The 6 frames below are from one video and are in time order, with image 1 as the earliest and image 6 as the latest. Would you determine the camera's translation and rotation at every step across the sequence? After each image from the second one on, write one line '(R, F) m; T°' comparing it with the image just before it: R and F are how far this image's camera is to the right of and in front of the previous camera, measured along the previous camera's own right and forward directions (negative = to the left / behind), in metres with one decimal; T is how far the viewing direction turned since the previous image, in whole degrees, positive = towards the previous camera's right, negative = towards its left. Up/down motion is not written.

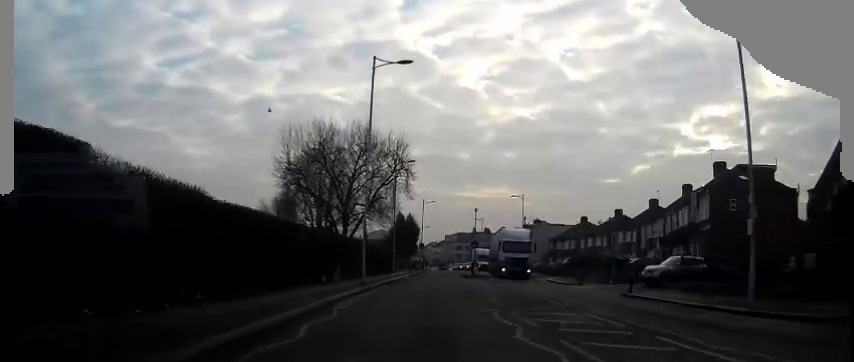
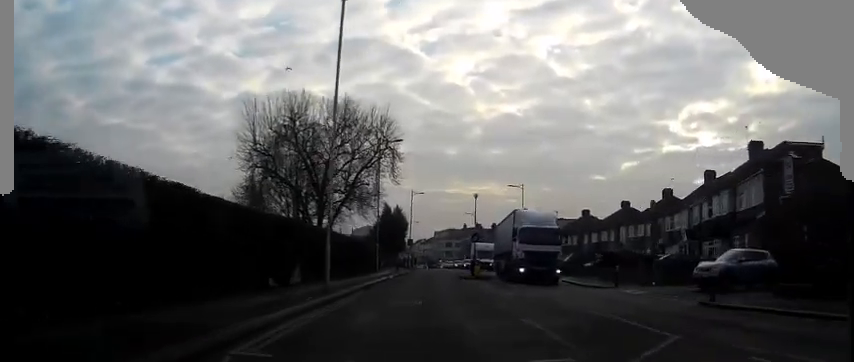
(0.0, +8.3) m; +2°
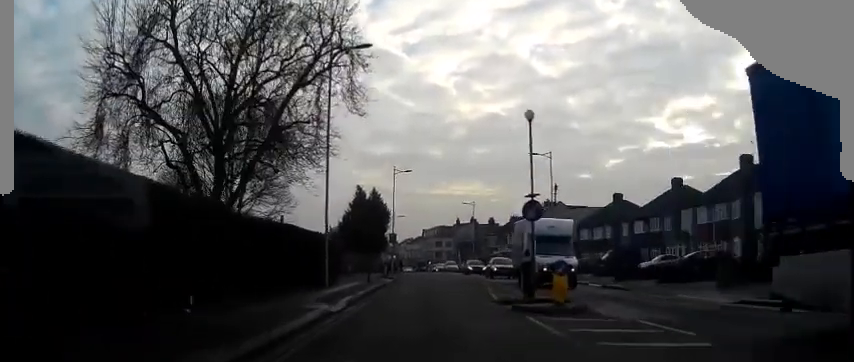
(+0.8, +22.8) m; +3°
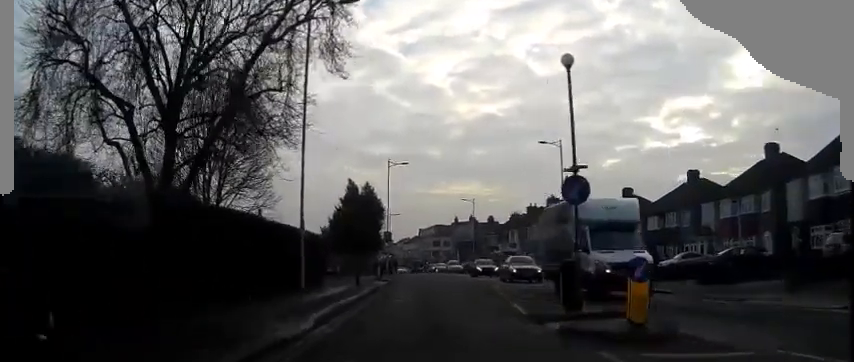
(+0.1, +5.2) m; +1°
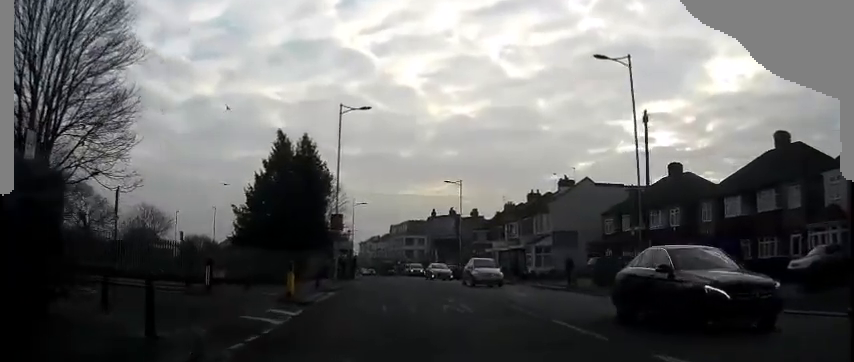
(+0.1, +21.0) m; 0°
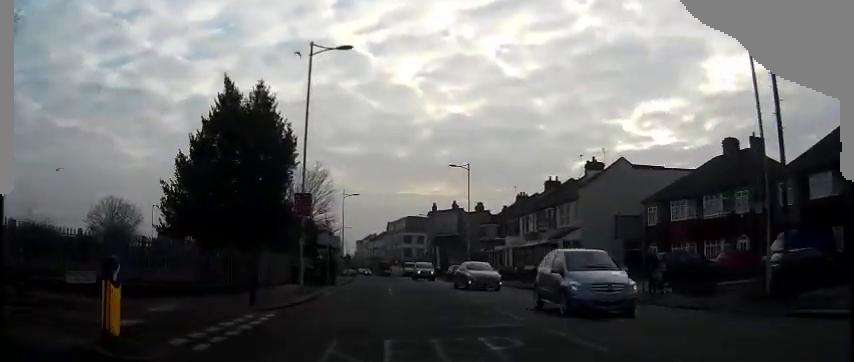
(0.0, +10.7) m; -1°
